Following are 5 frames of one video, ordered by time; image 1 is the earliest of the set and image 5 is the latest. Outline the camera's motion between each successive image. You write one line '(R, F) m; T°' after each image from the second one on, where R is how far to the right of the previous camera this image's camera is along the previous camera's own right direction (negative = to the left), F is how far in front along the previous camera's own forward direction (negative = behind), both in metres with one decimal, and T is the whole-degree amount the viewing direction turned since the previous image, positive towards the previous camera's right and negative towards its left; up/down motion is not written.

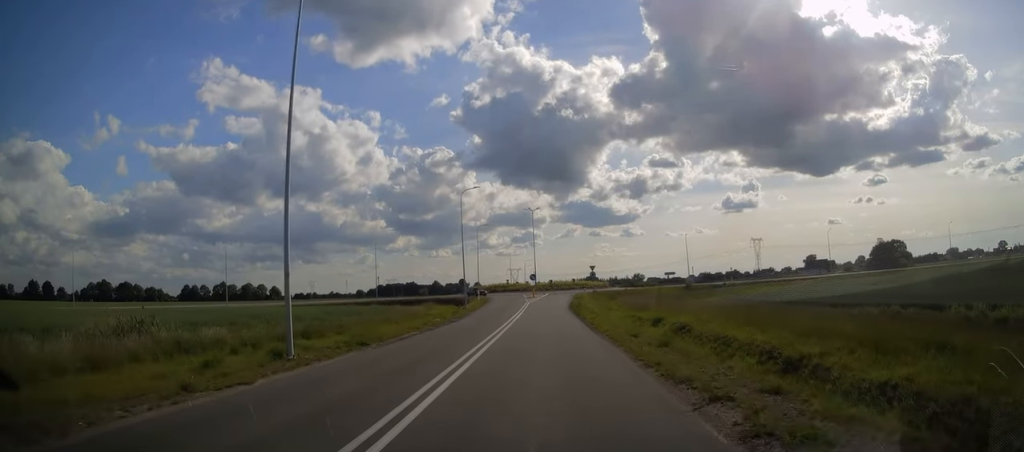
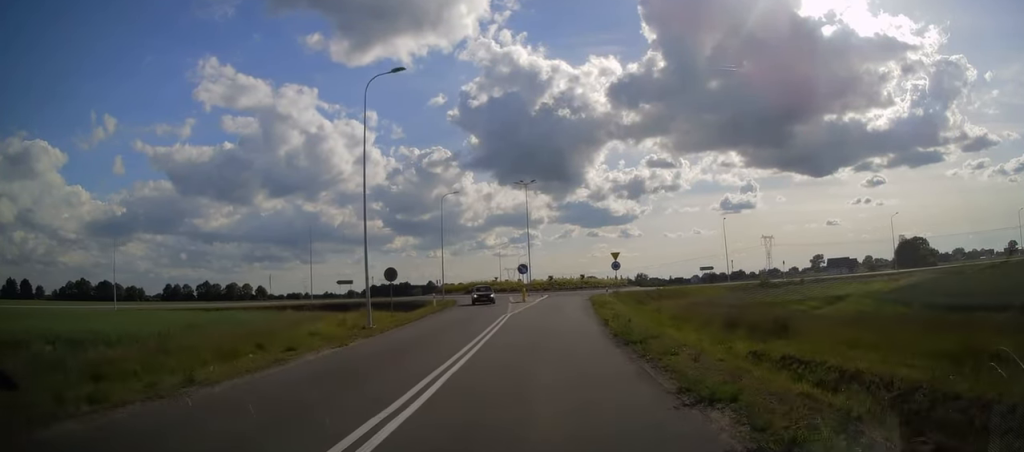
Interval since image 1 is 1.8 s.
(+0.2, +28.5) m; +1°
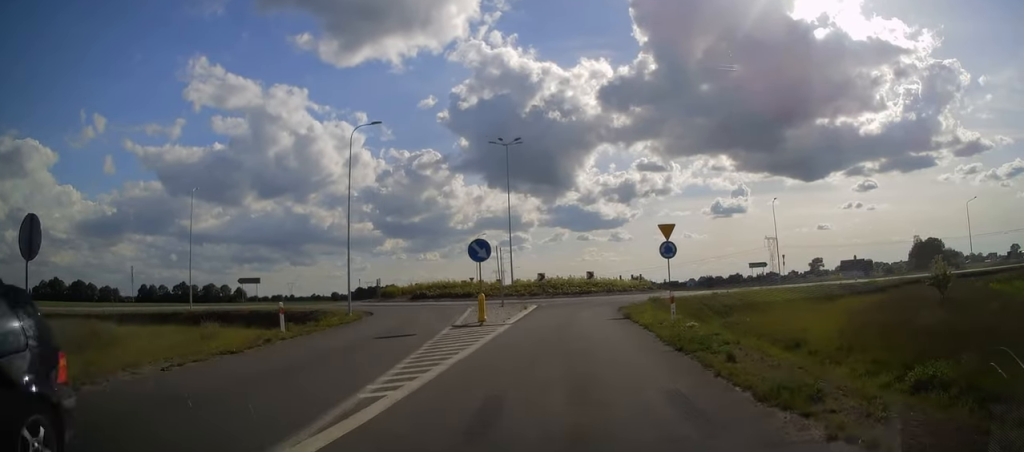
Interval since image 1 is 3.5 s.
(0.0, +25.7) m; 0°
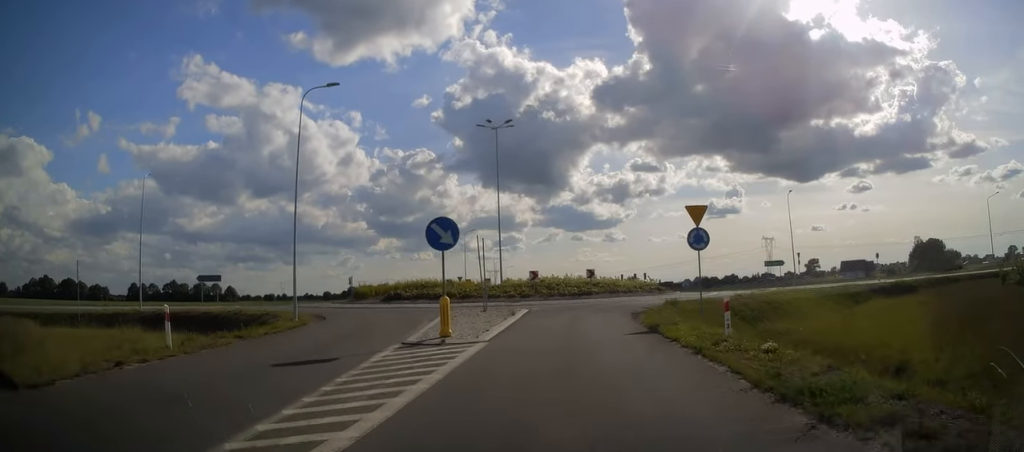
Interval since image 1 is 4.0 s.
(-0.2, +6.7) m; +1°
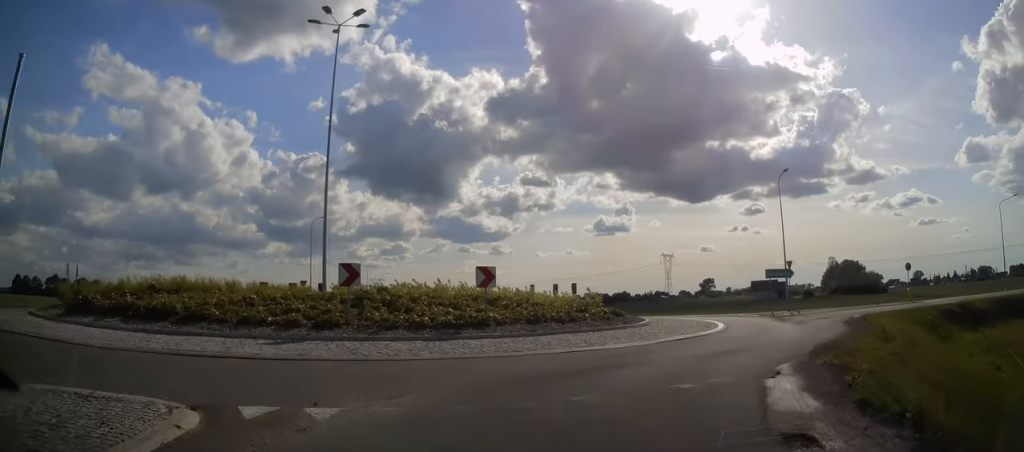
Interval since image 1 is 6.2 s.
(+1.4, +24.3) m; +11°
